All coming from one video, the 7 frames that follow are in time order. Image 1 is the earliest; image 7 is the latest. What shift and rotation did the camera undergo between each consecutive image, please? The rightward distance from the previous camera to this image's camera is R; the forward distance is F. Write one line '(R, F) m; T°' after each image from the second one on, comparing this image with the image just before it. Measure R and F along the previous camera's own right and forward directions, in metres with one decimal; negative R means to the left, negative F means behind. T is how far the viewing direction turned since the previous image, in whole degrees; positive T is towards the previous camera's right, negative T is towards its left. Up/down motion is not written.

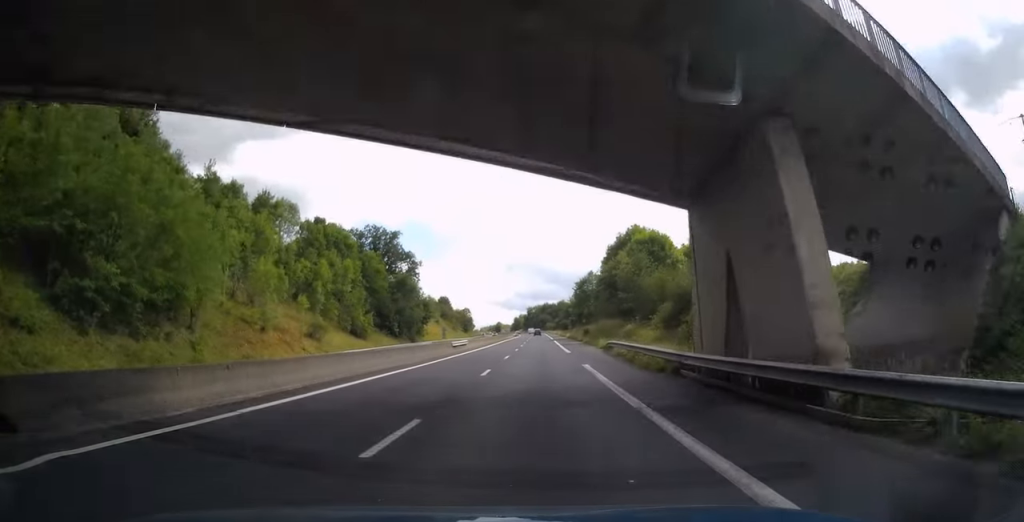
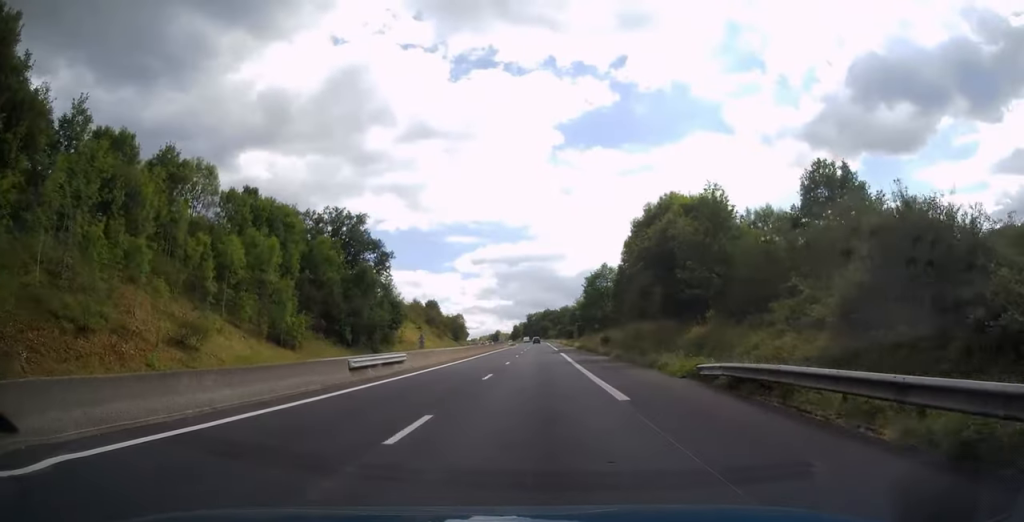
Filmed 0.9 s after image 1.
(0.0, +25.2) m; 0°
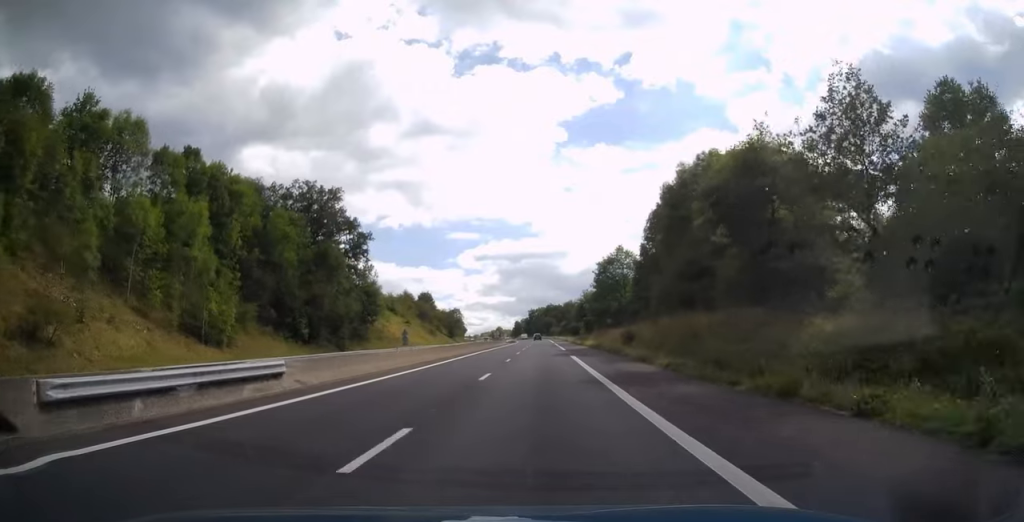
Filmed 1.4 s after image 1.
(+0.1, +15.0) m; 0°
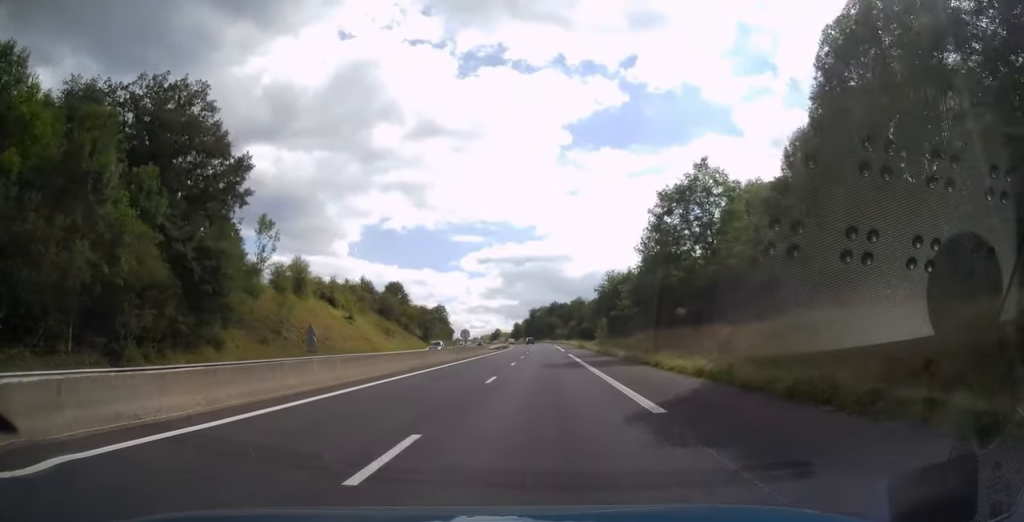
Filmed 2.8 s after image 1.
(-0.1, +39.7) m; 0°
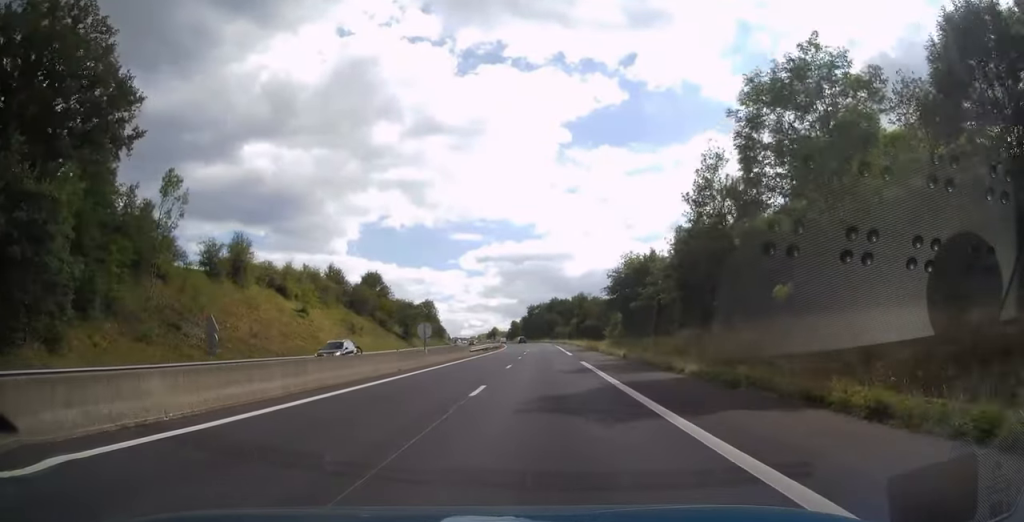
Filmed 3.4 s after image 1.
(-0.1, +17.4) m; 0°
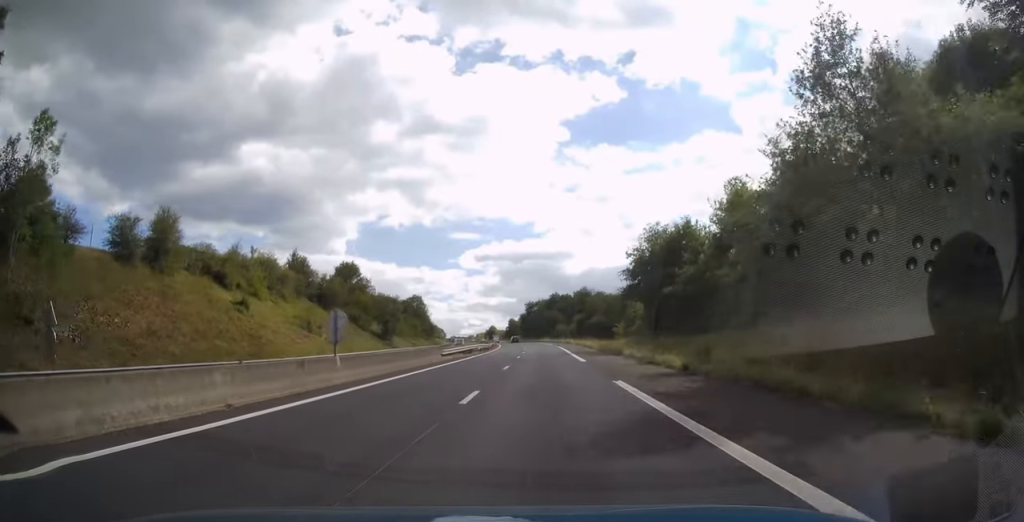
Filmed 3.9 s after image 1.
(0.0, +15.0) m; 0°
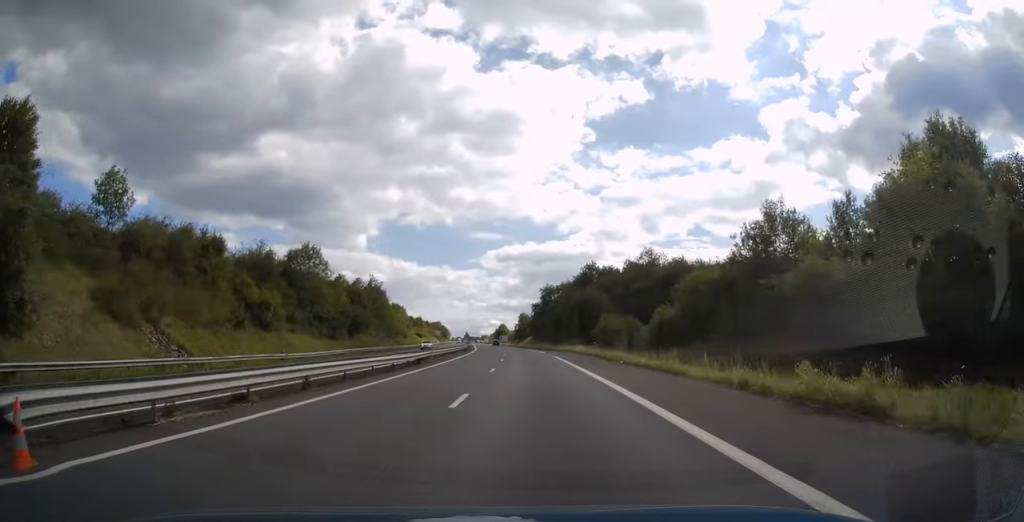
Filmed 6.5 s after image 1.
(-1.0, +78.2) m; -2°
